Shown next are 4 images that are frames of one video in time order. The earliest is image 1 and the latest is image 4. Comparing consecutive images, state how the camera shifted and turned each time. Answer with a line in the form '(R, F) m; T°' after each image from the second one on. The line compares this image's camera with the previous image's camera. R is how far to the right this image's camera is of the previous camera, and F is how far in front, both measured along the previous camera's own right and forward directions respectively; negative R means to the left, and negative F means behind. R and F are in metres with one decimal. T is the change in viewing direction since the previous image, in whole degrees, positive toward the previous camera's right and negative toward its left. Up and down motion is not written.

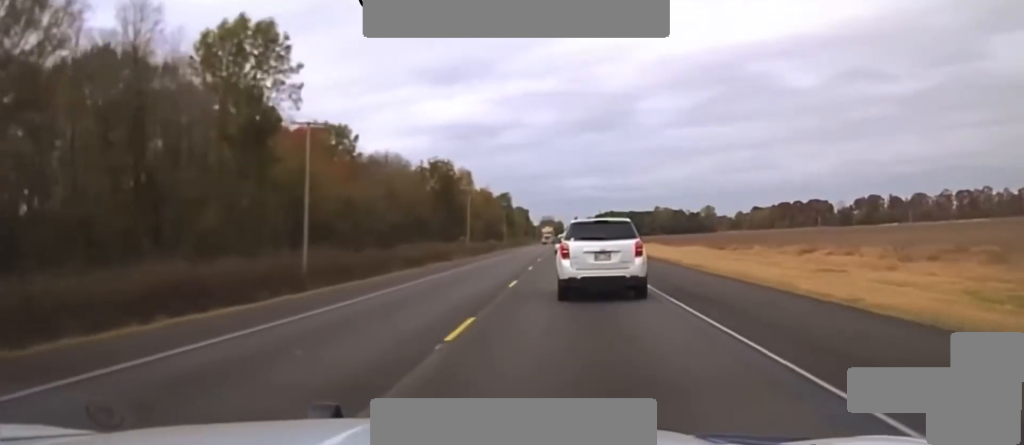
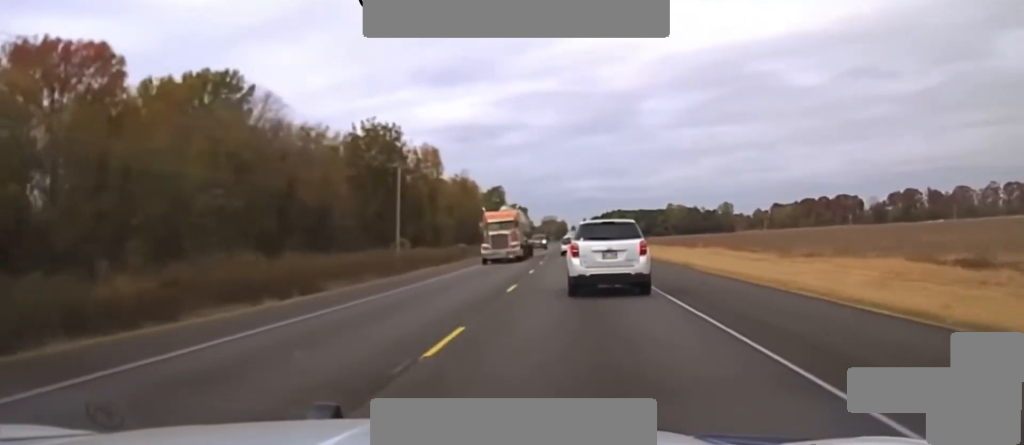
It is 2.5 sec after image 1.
(0.0, +63.7) m; 0°
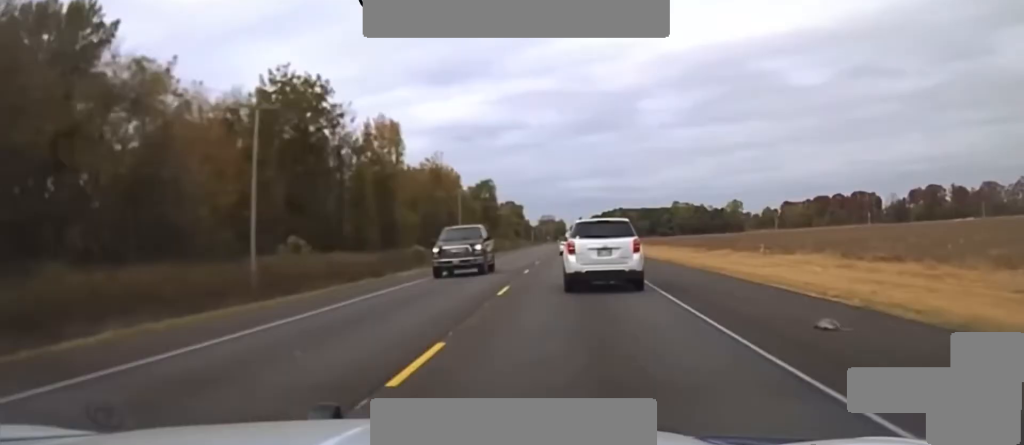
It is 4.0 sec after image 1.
(-0.4, +39.8) m; 0°
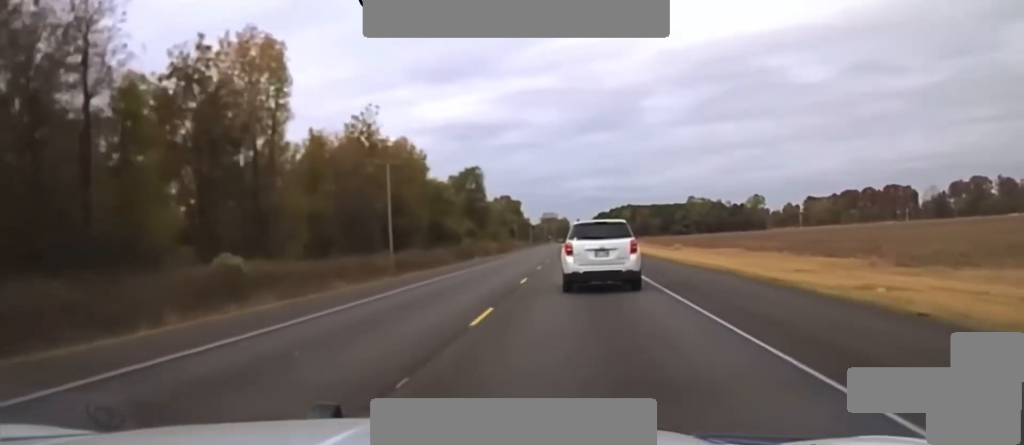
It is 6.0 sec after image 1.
(+0.6, +59.4) m; +1°
